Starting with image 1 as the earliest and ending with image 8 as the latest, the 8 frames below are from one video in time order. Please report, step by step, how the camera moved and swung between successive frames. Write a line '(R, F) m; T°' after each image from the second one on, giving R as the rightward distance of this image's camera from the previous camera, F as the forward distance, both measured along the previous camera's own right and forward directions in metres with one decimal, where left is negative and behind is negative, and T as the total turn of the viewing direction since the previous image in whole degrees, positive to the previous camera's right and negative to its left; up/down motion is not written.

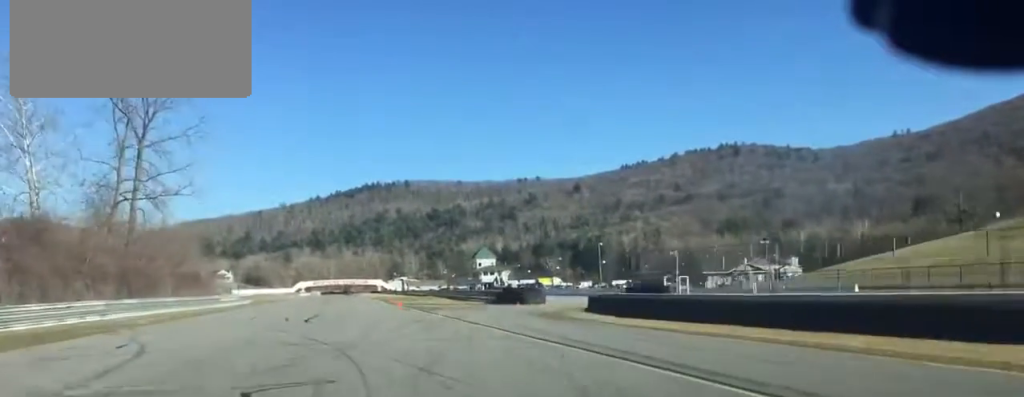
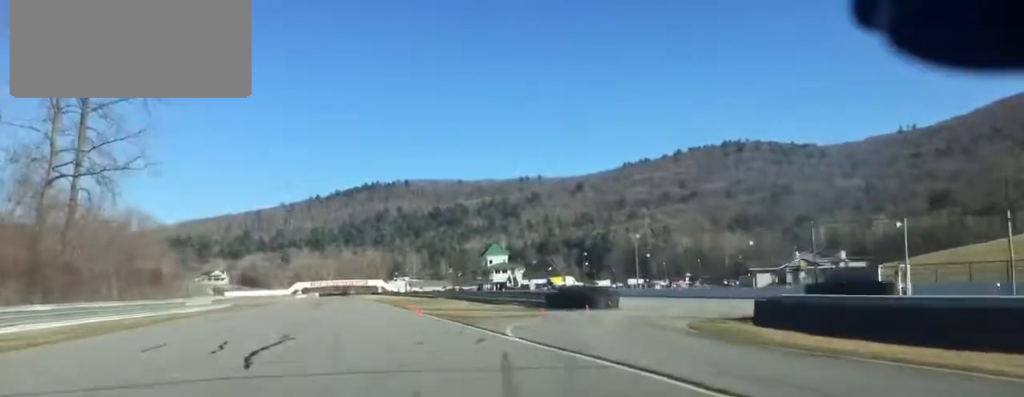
(+0.1, +23.7) m; 0°
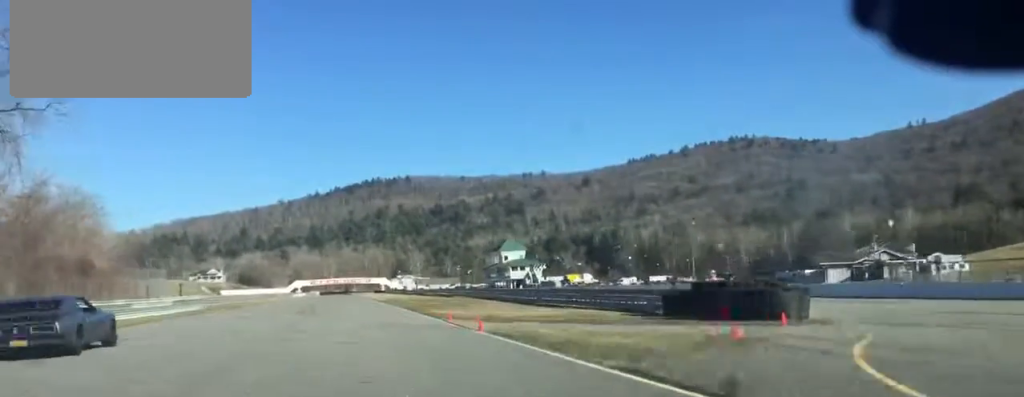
(0.0, +26.5) m; 0°
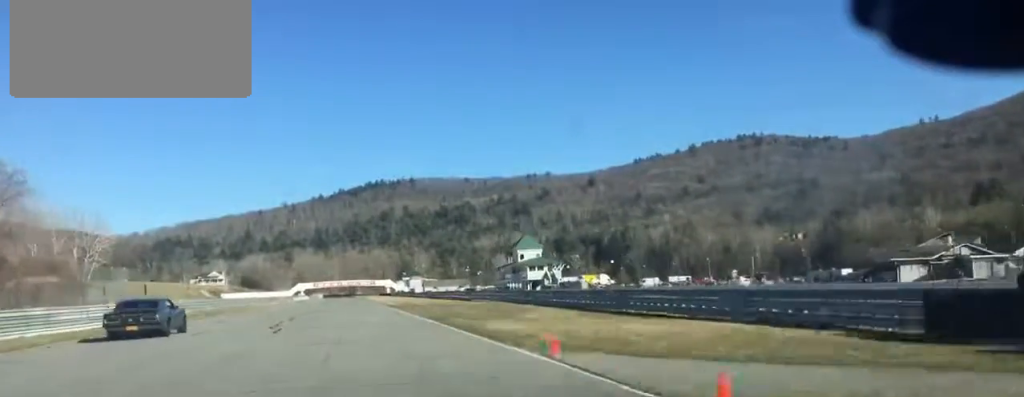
(-0.1, +20.3) m; 0°
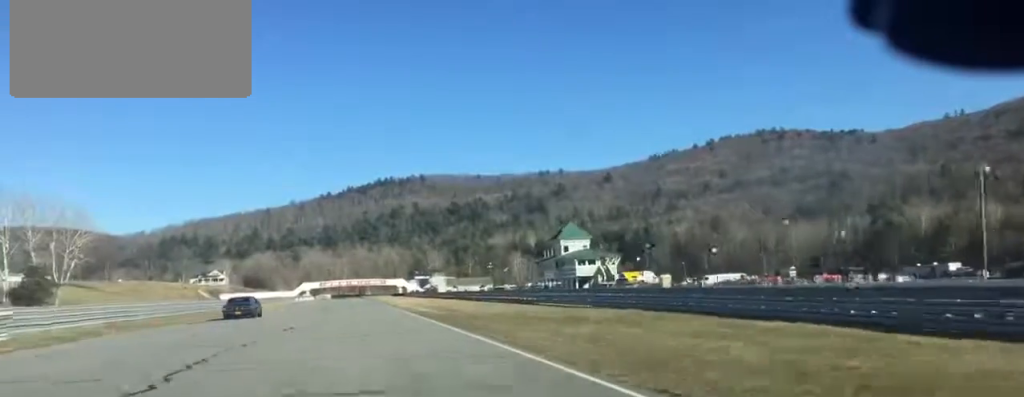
(+0.5, +43.3) m; +1°
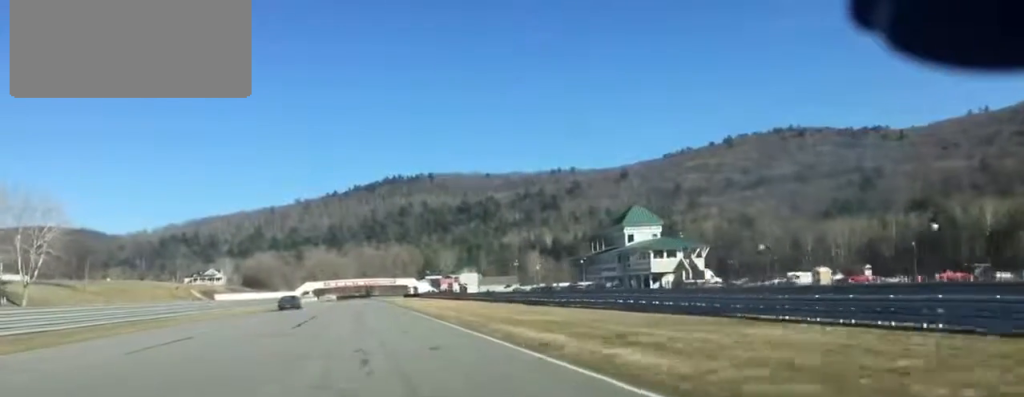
(-0.1, +44.5) m; 0°
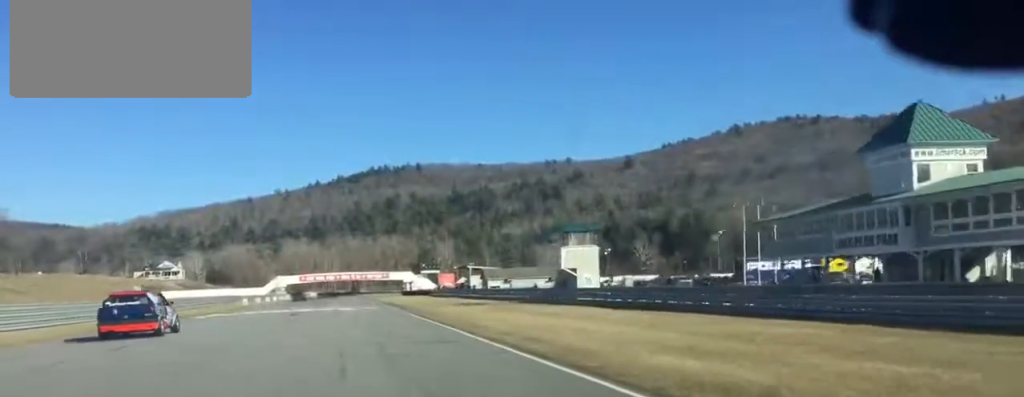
(+1.1, +89.2) m; +3°
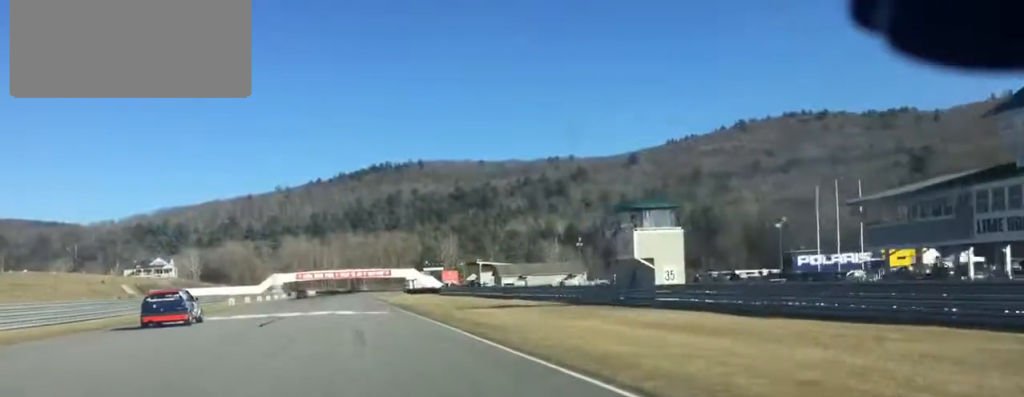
(0.0, +21.6) m; +2°
